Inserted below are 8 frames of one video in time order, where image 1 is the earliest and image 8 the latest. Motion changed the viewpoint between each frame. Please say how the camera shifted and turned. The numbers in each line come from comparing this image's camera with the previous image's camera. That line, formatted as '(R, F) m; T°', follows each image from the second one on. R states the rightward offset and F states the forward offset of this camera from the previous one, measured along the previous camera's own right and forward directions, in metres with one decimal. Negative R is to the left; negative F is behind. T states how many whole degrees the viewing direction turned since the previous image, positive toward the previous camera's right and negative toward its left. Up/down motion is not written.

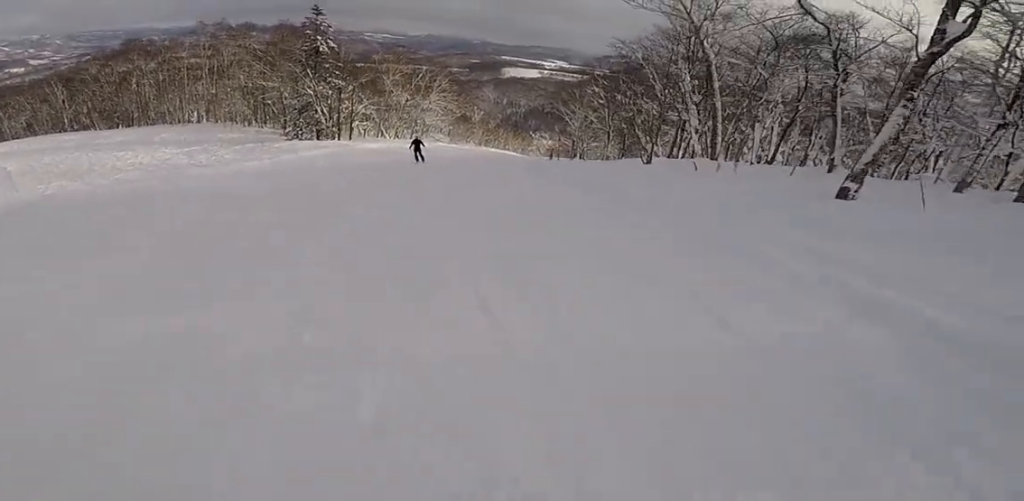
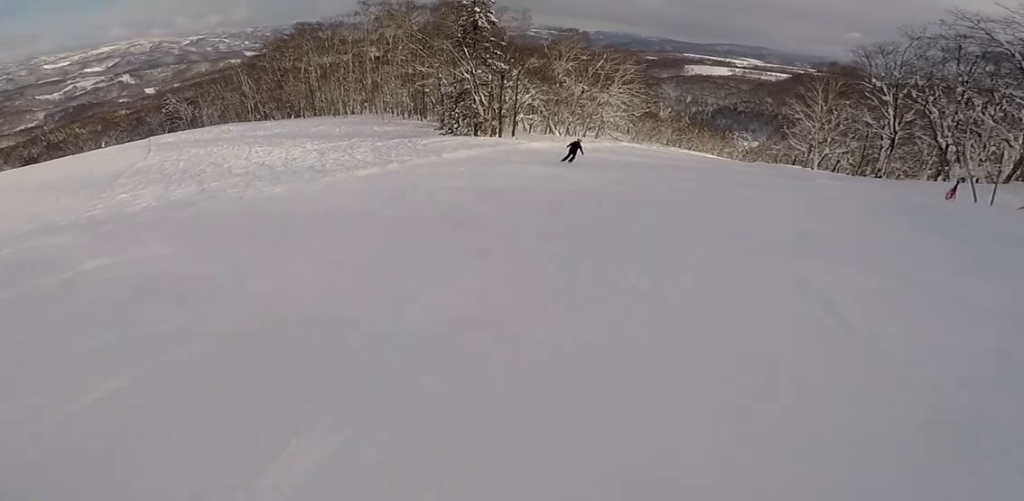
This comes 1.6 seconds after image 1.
(0.0, +11.3) m; 0°
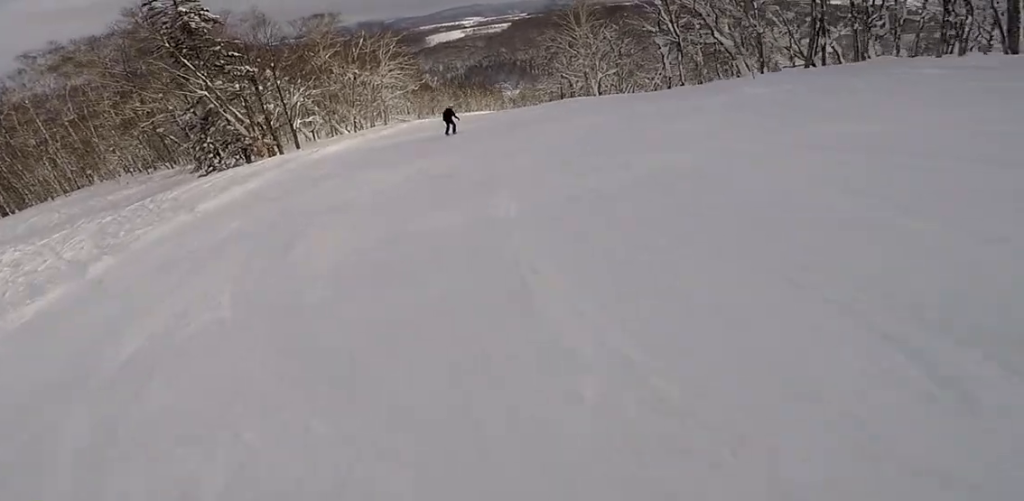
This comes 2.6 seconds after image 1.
(0.0, +7.8) m; +10°
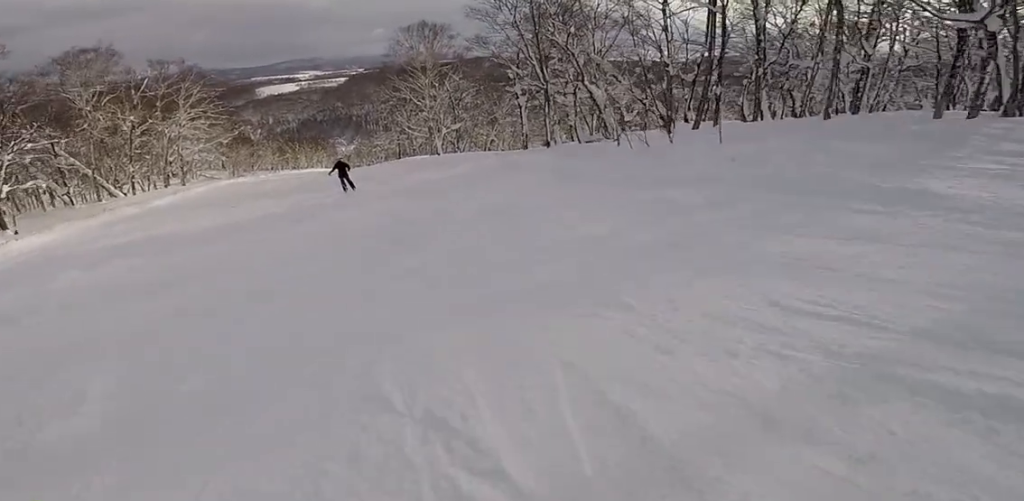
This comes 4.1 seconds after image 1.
(+2.2, +10.1) m; +16°
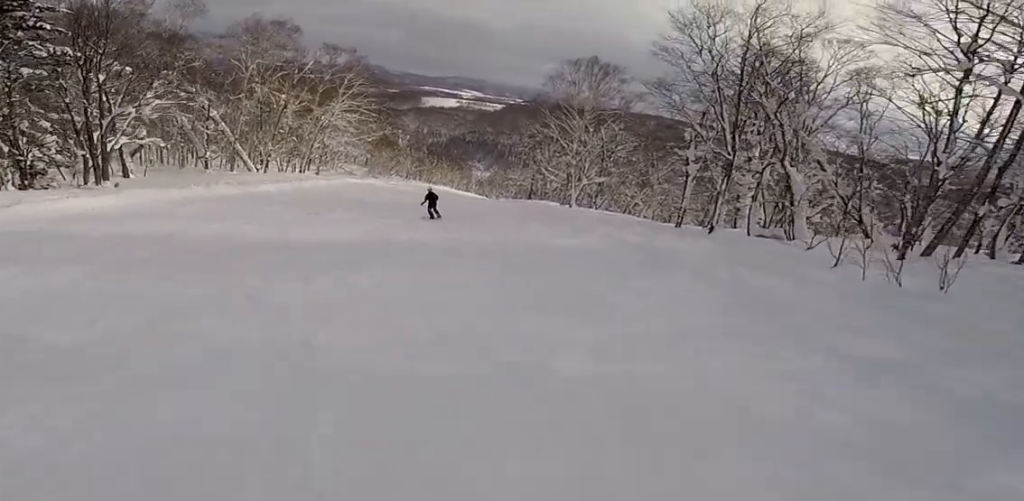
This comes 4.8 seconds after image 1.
(-0.2, +5.2) m; -3°
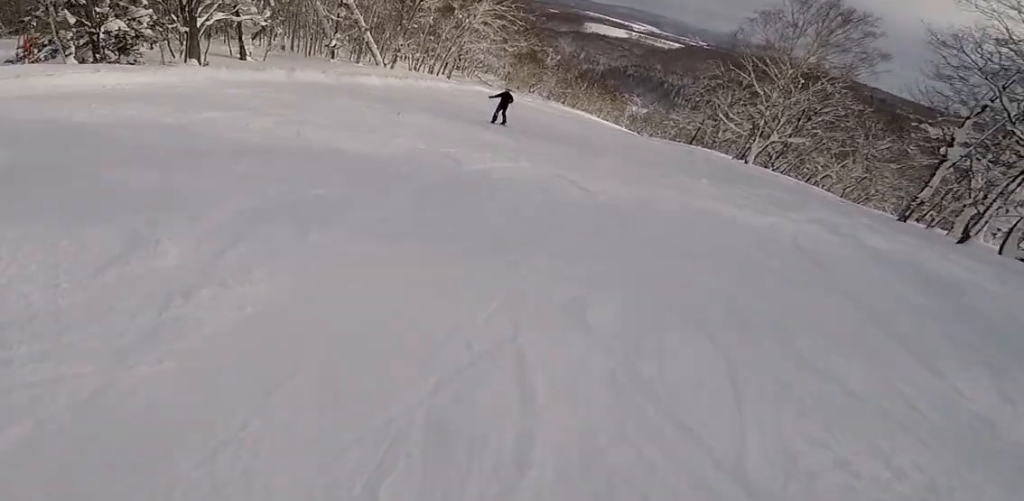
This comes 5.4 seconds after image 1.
(-0.2, +5.2) m; -6°
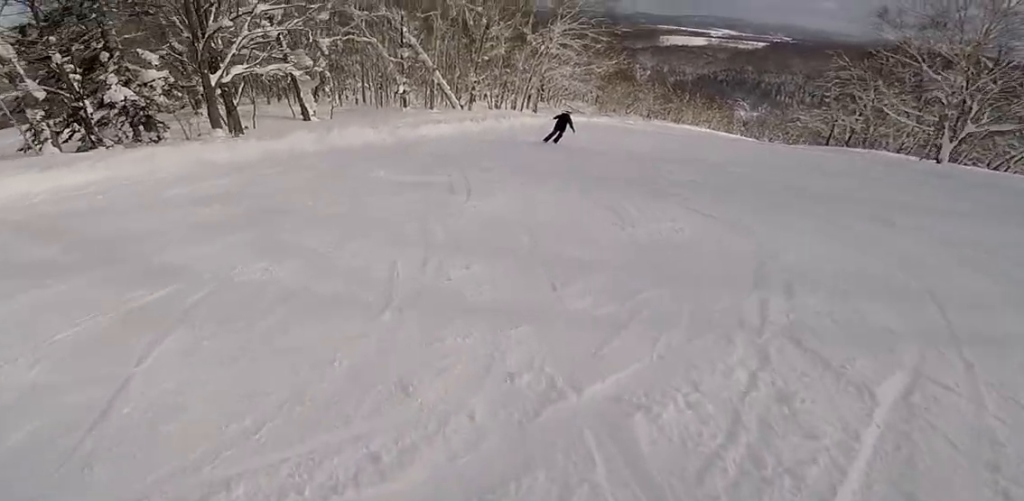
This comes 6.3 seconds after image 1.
(-0.4, +6.7) m; -4°
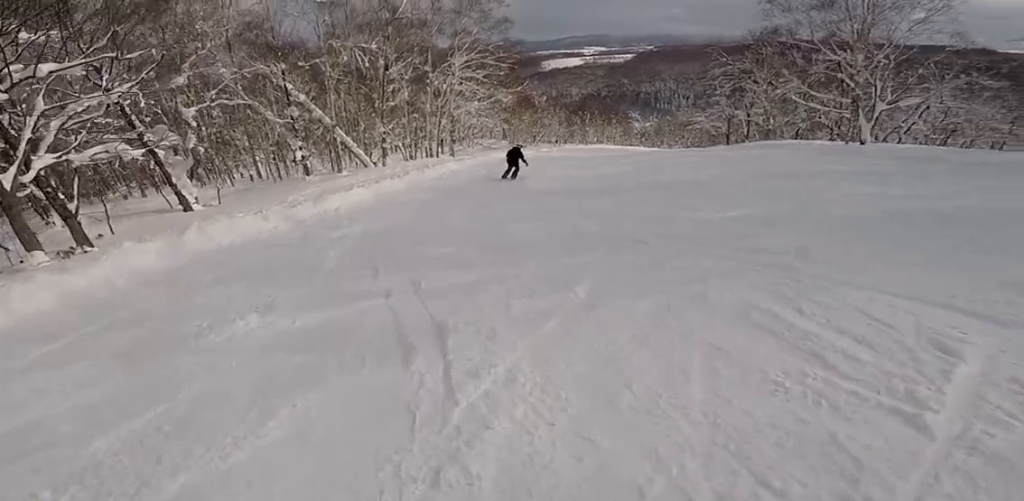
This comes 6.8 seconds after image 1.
(-0.7, +3.9) m; +2°
